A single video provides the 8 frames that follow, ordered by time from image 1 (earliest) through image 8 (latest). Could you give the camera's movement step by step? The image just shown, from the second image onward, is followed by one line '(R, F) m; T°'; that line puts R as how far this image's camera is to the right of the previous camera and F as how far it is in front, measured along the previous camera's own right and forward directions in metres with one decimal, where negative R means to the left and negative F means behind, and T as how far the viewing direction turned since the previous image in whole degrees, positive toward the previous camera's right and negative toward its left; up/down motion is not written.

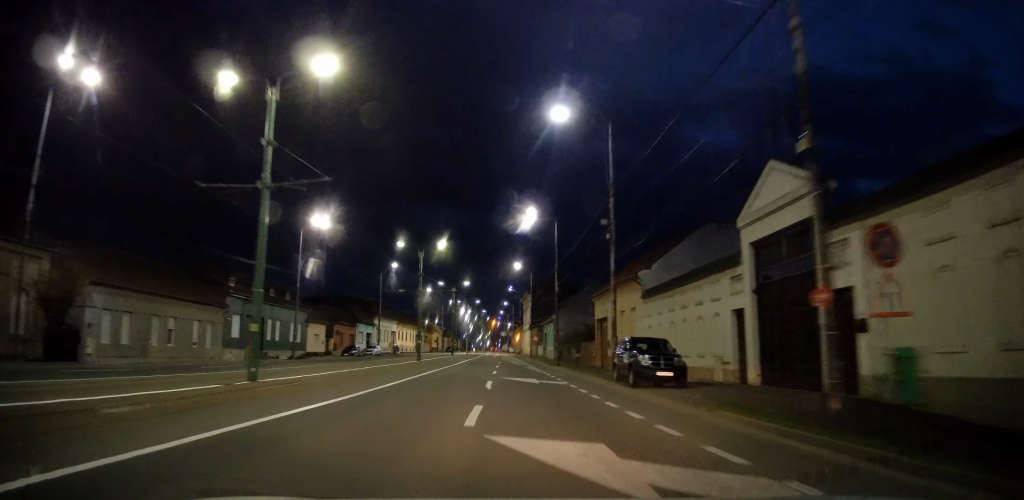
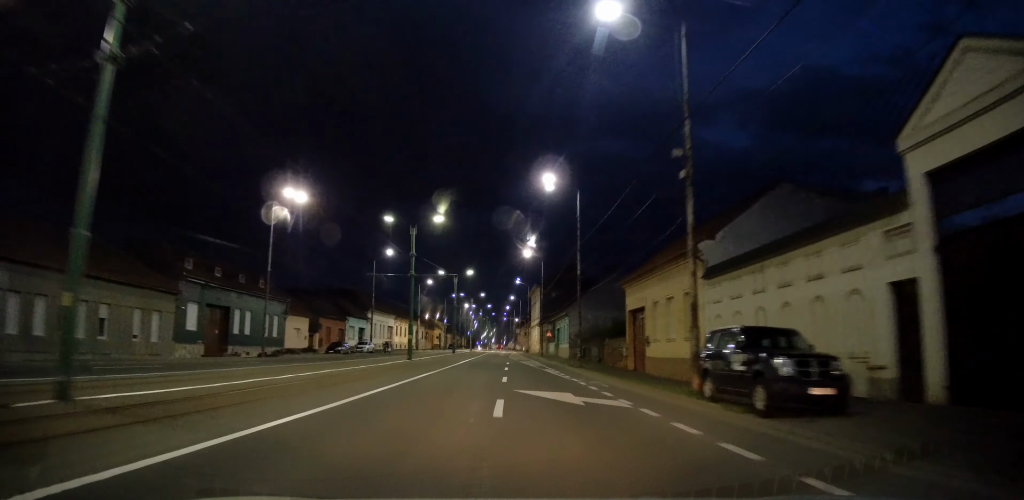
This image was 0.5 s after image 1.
(+0.2, +8.3) m; -1°
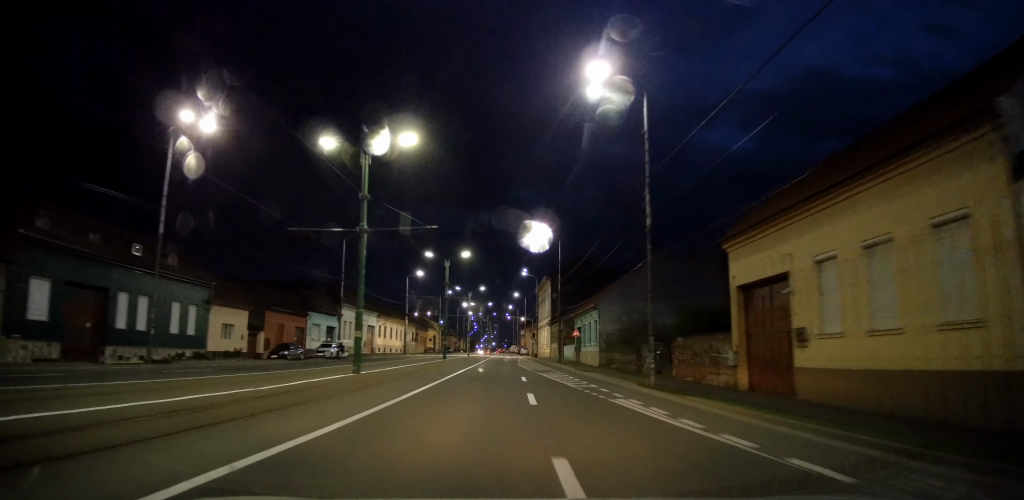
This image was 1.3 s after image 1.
(-0.5, +15.5) m; 0°
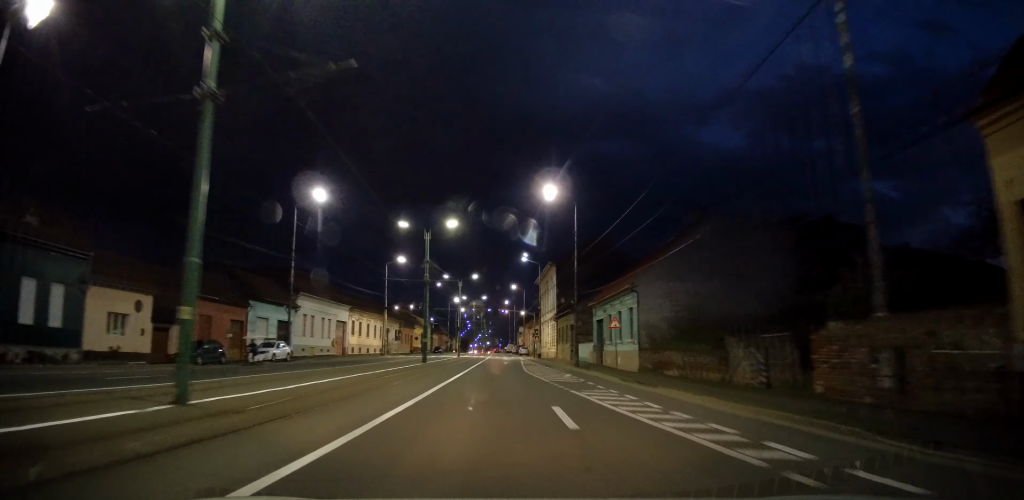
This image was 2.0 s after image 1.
(+0.1, +12.7) m; 0°
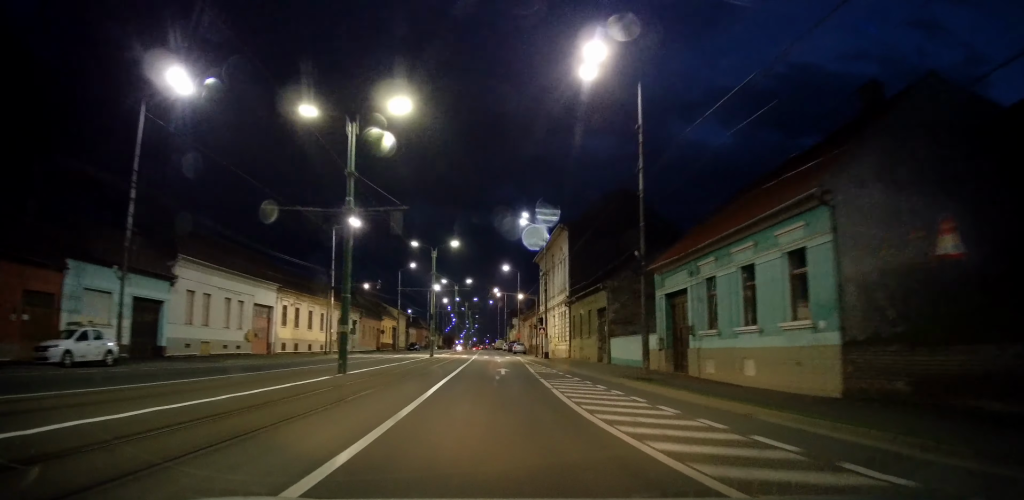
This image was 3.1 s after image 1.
(+0.3, +19.3) m; +1°
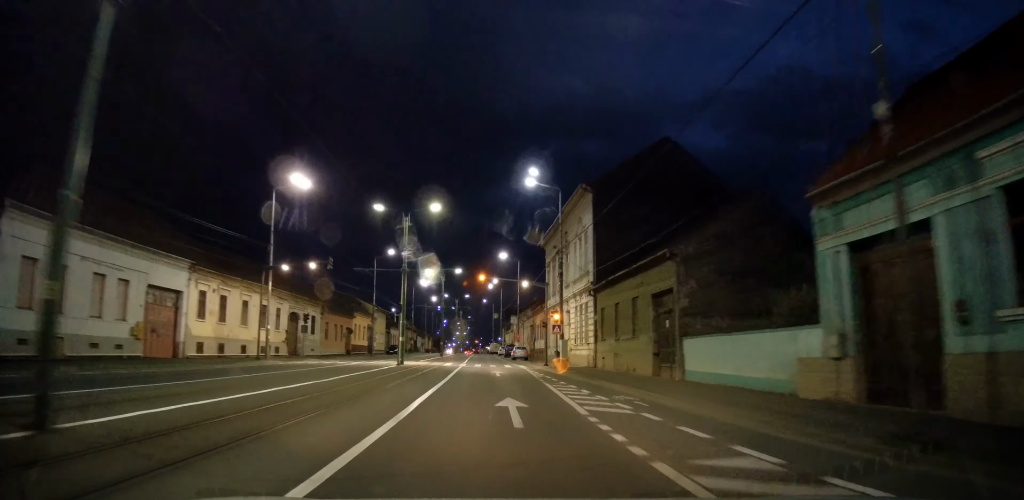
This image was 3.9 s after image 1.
(-0.1, +13.8) m; 0°
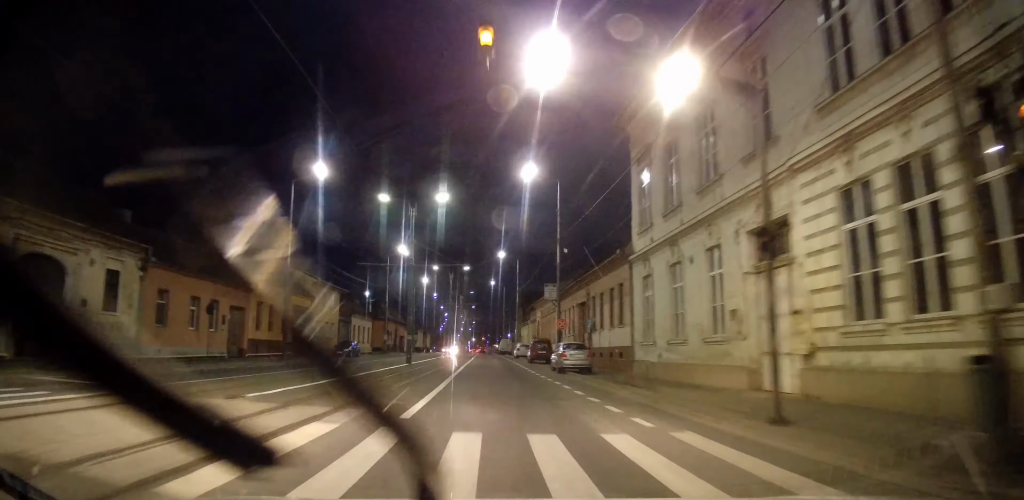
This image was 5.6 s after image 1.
(+0.5, +31.4) m; +1°
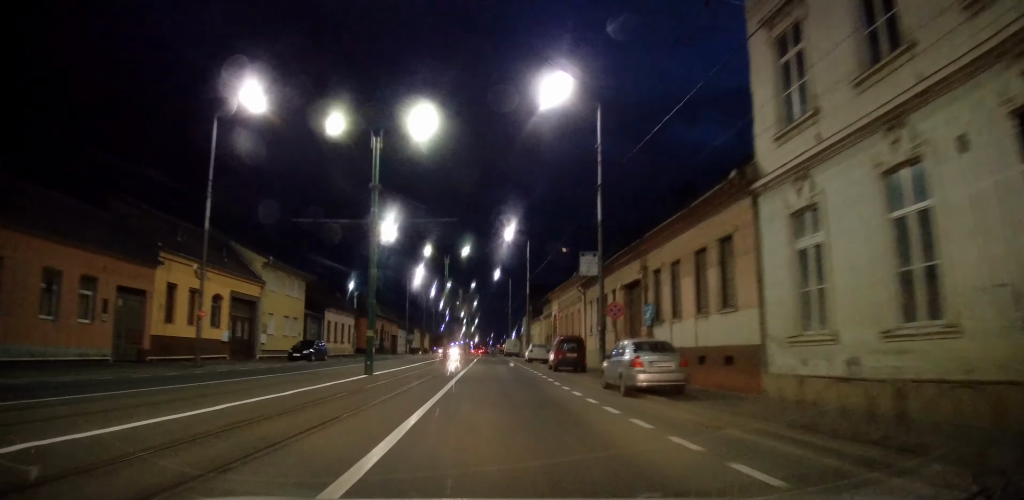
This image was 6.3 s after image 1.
(0.0, +11.7) m; 0°
